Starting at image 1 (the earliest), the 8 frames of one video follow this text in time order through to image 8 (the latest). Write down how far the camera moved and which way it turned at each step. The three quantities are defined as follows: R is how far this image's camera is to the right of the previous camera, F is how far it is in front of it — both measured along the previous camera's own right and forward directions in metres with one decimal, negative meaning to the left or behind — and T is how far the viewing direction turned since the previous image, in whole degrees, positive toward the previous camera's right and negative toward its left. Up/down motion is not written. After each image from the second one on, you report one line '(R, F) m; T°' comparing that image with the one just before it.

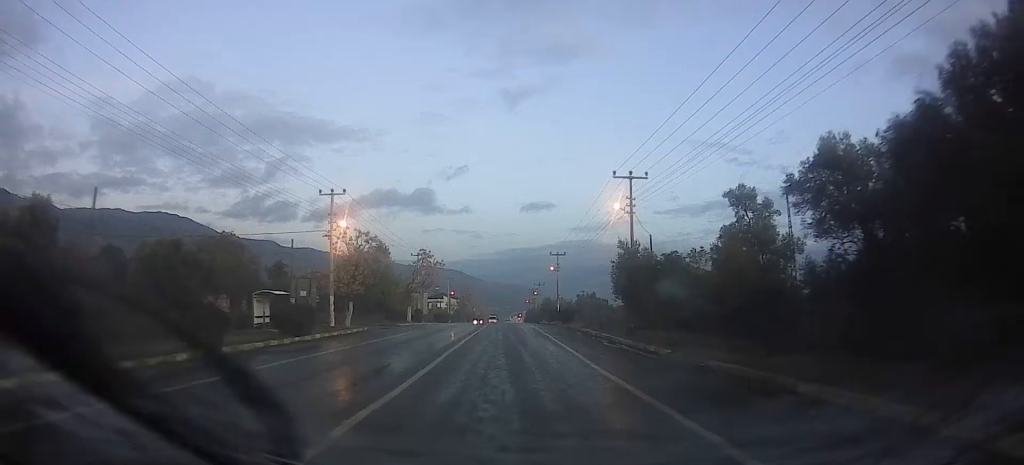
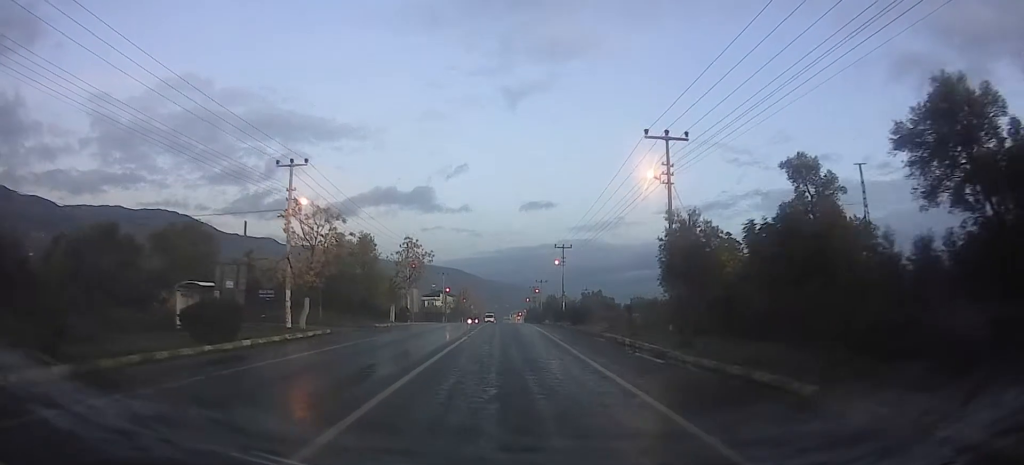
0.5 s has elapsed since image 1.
(+0.1, +8.7) m; 0°
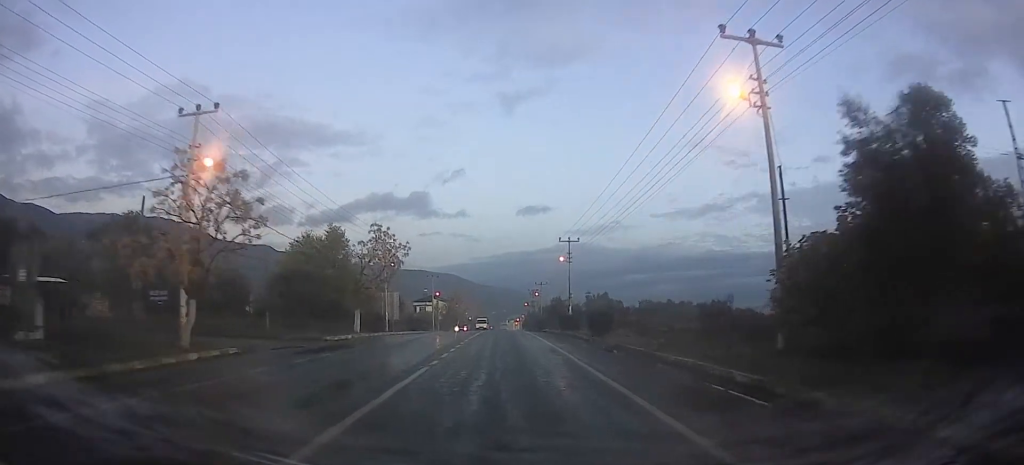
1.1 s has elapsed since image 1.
(-0.1, +11.5) m; 0°
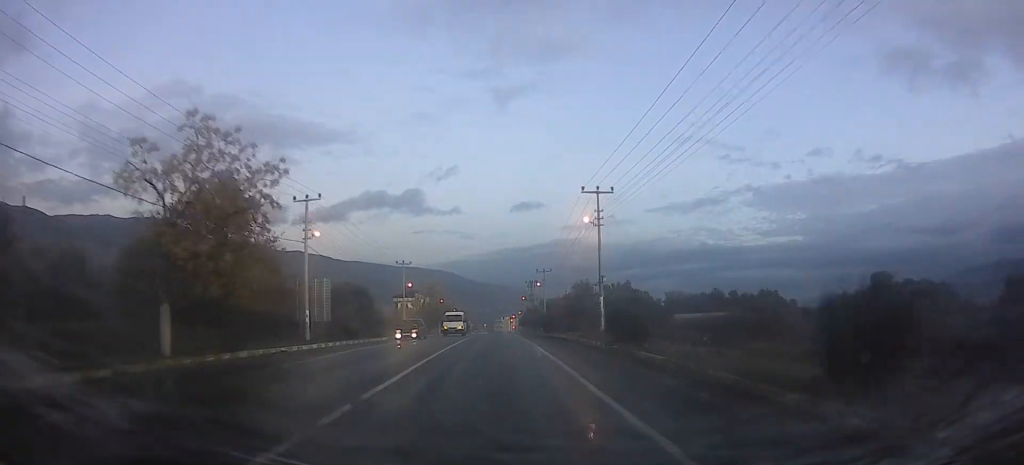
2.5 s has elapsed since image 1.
(+0.3, +24.0) m; +1°
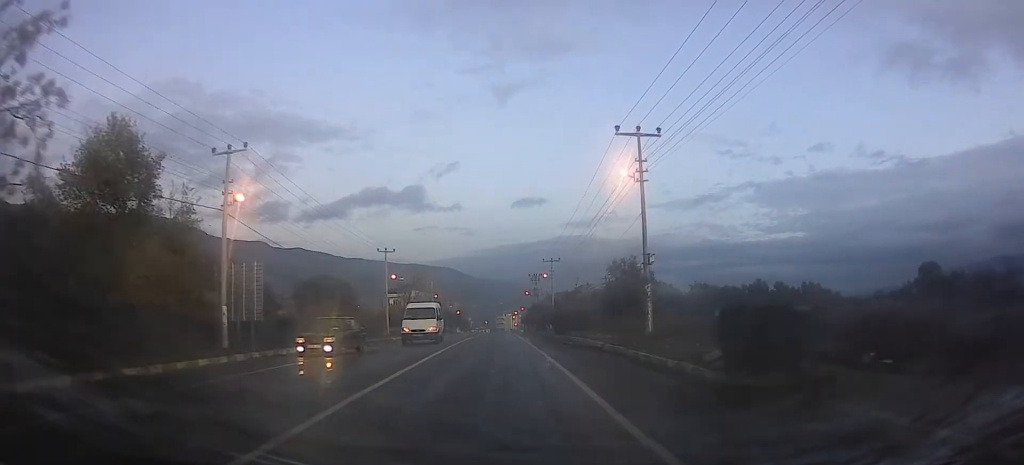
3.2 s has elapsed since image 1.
(0.0, +12.2) m; +1°
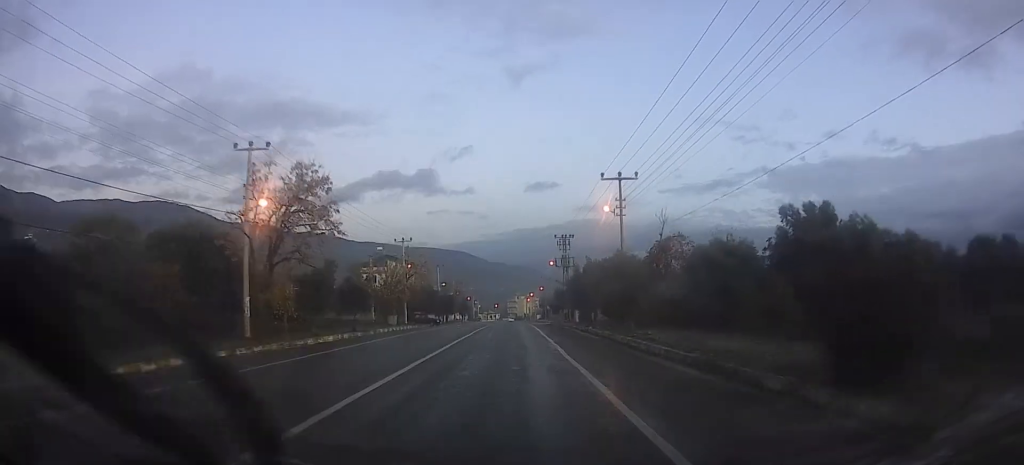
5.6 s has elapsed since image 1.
(0.0, +39.5) m; -1°
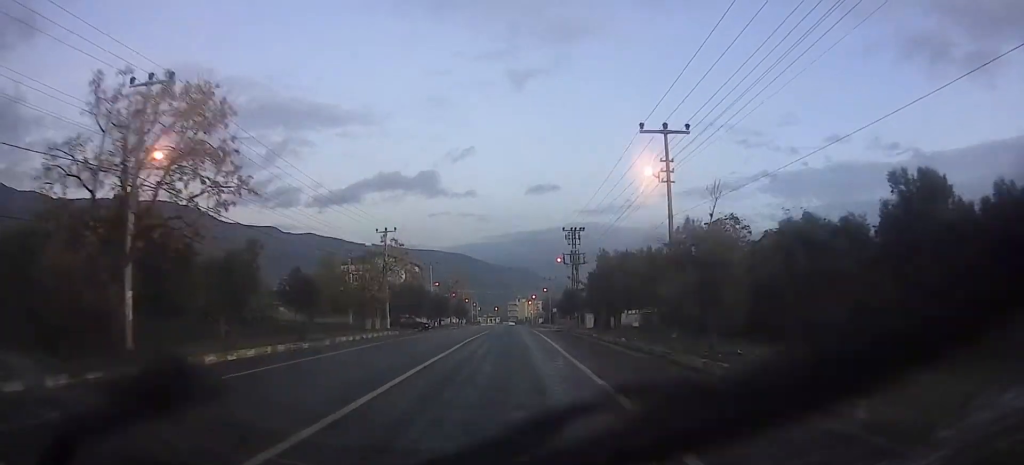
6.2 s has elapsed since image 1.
(+0.1, +10.1) m; 0°
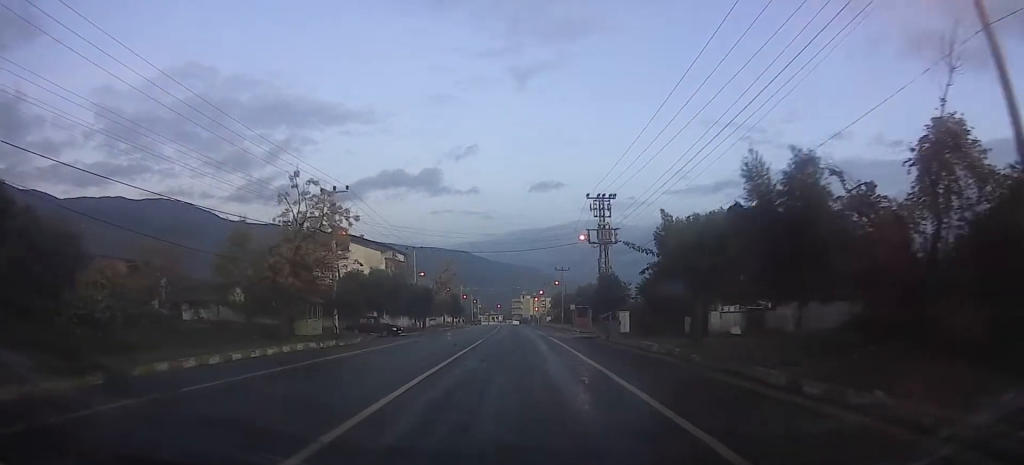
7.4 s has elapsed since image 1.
(-0.1, +18.3) m; -1°
